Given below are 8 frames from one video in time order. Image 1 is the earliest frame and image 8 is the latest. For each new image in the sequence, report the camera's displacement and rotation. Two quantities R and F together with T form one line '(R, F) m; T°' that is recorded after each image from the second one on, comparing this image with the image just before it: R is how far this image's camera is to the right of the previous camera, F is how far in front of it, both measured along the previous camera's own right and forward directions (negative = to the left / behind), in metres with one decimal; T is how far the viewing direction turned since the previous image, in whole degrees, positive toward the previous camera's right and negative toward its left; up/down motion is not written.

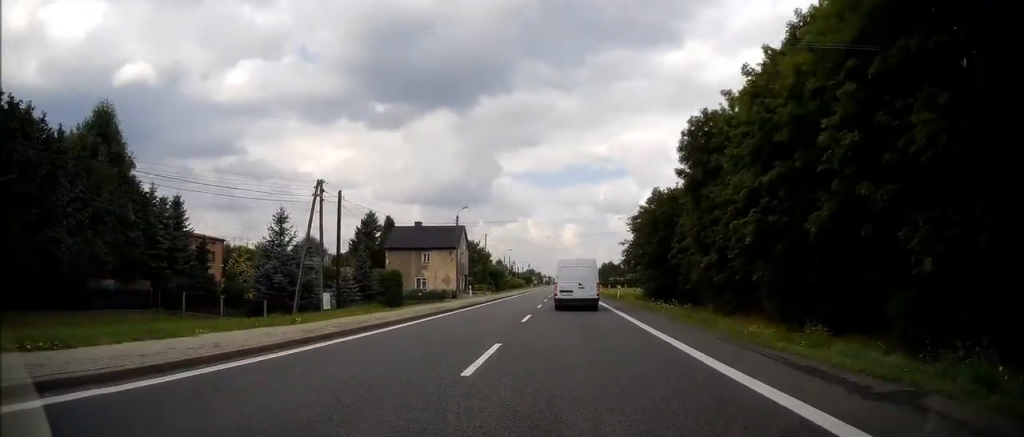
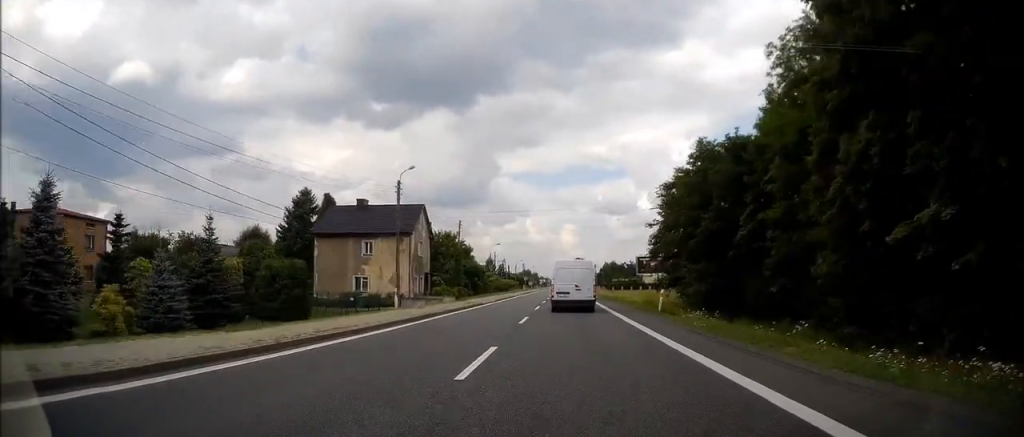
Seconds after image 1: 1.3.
(+0.4, +23.5) m; +1°
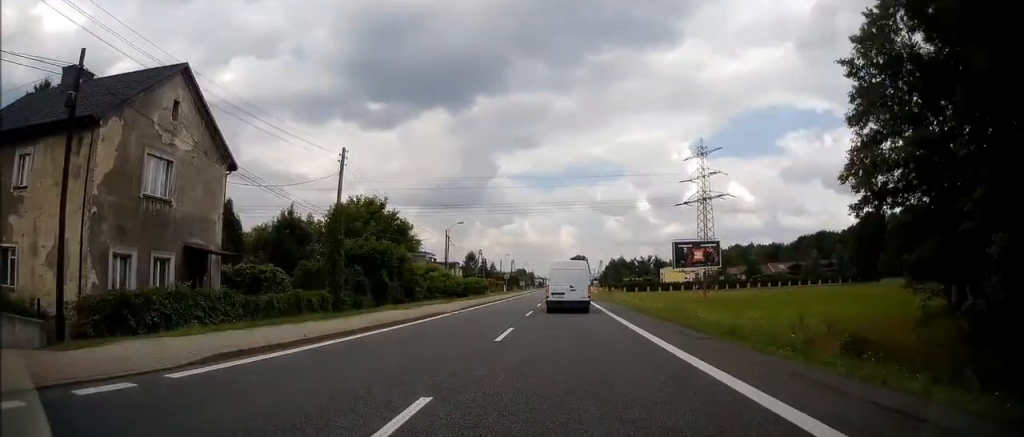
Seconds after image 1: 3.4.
(-0.5, +40.3) m; 0°
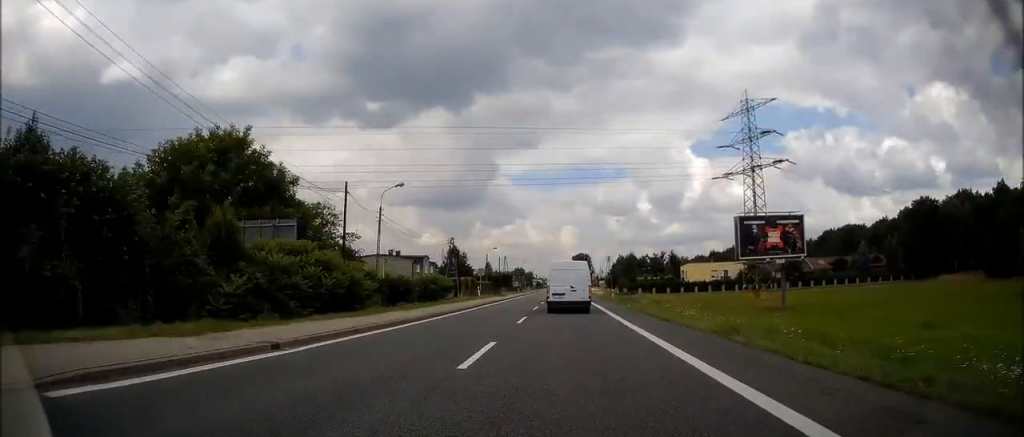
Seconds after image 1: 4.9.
(+0.2, +28.2) m; +1°
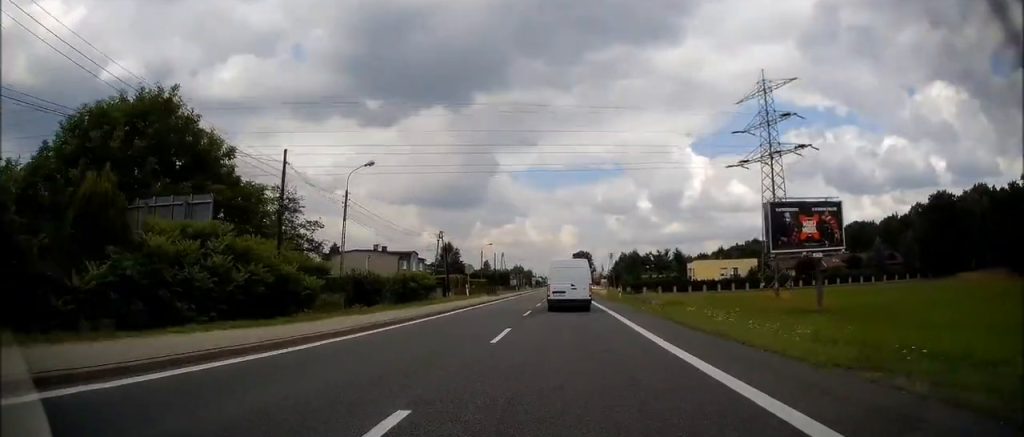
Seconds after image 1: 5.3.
(0.0, +7.5) m; 0°
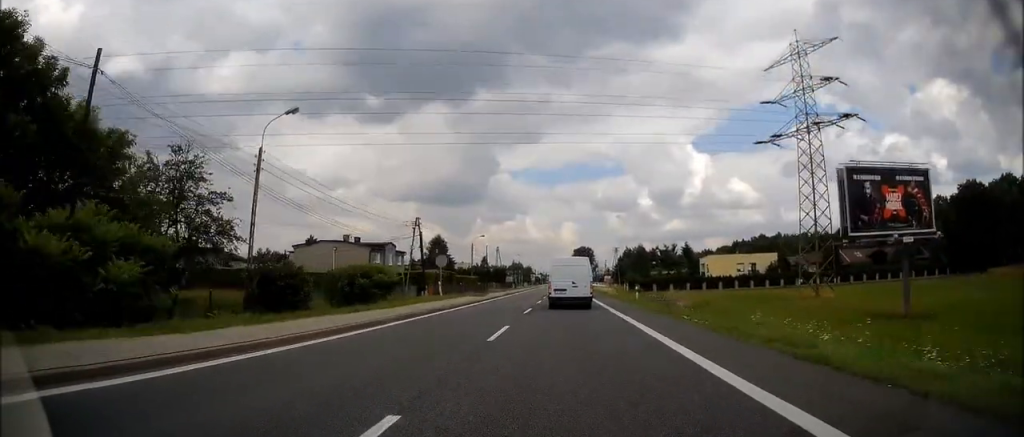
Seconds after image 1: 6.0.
(0.0, +12.0) m; 0°
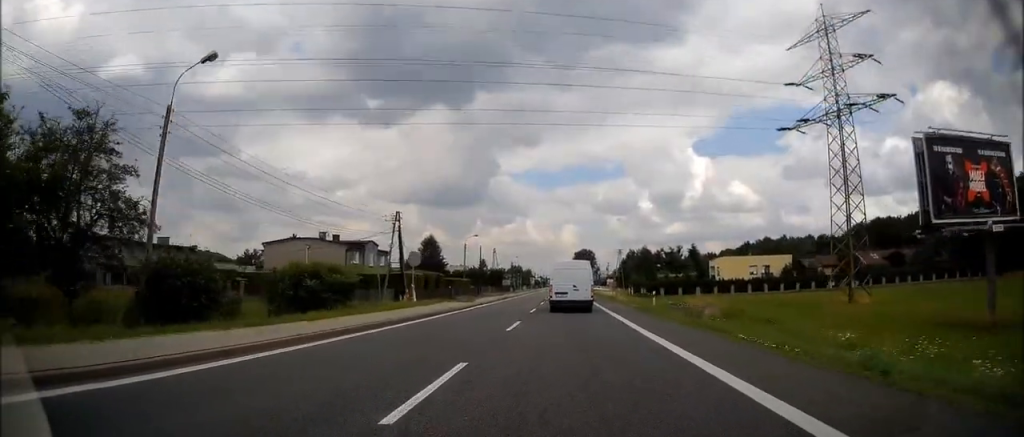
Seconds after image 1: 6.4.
(-0.1, +7.6) m; 0°
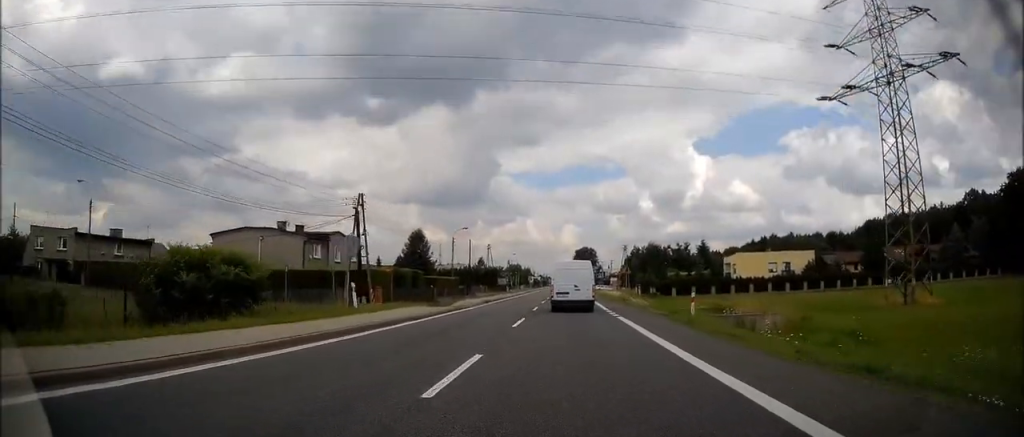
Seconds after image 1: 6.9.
(-0.1, +10.1) m; 0°
